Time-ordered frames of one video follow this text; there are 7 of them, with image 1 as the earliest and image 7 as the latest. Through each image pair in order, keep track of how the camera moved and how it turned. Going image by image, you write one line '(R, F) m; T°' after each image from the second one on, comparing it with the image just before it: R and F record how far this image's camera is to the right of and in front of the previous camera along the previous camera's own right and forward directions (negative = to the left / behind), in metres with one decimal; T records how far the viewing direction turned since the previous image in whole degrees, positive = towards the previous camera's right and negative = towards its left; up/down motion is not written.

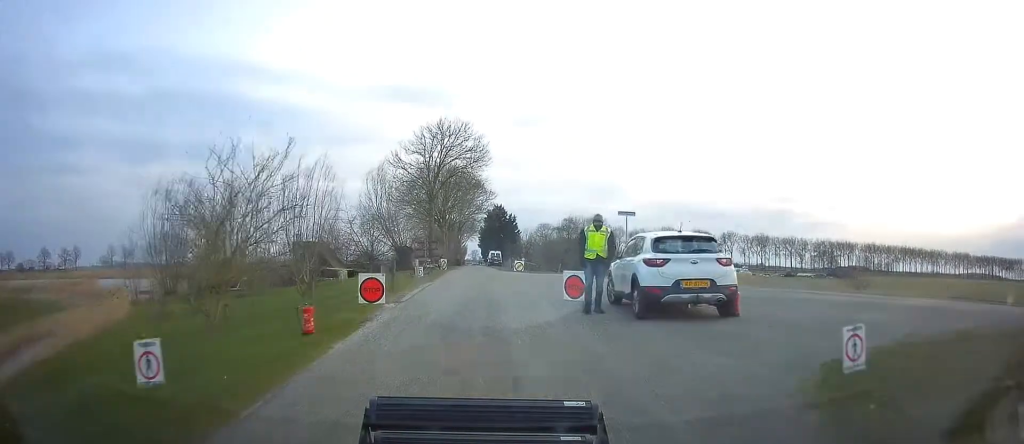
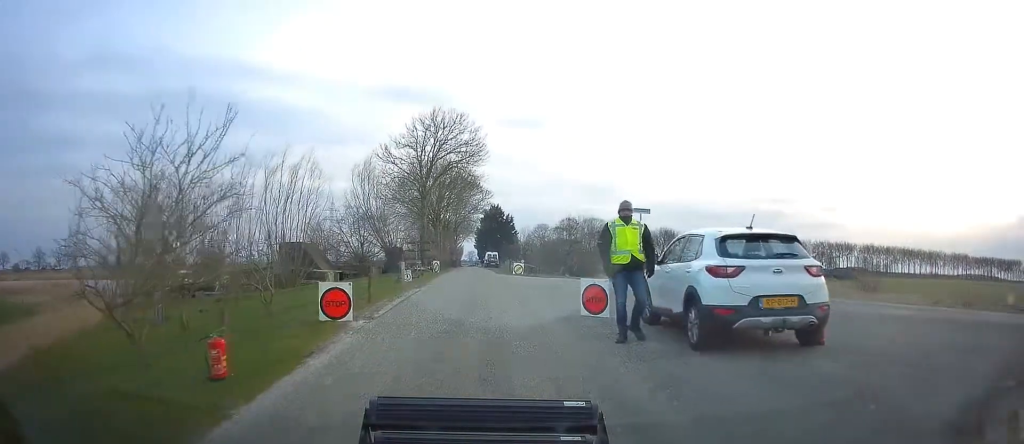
(0.0, +3.3) m; 0°
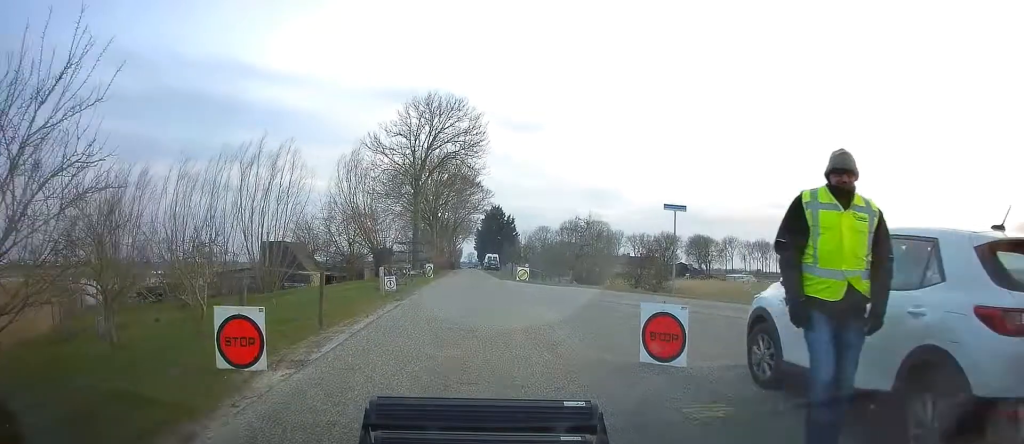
(0.0, +4.5) m; +5°
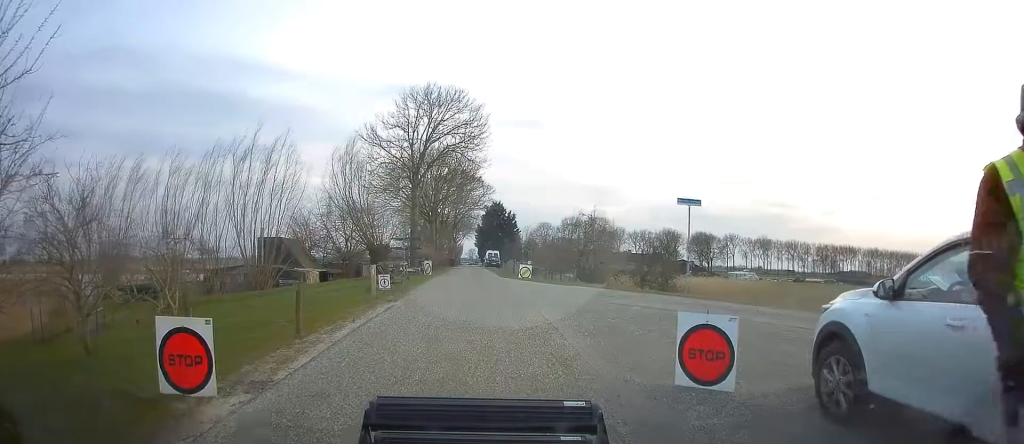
(+0.2, +1.5) m; +3°
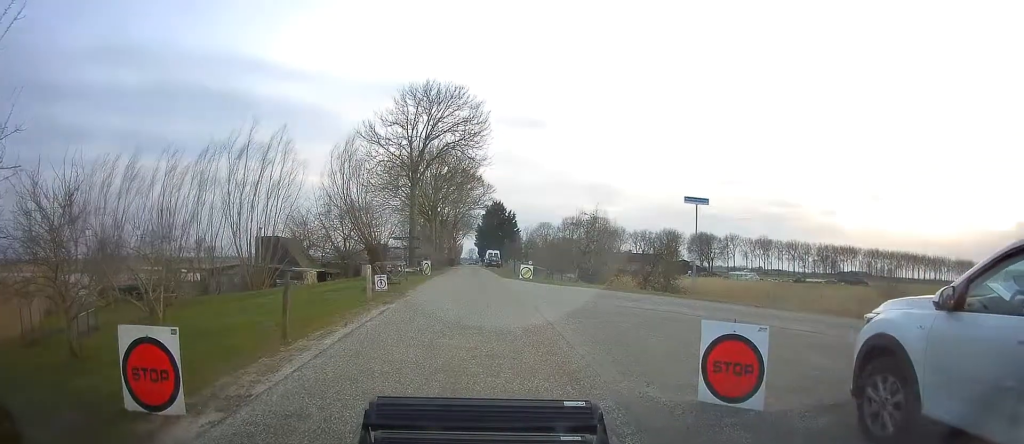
(-0.2, +0.6) m; 0°
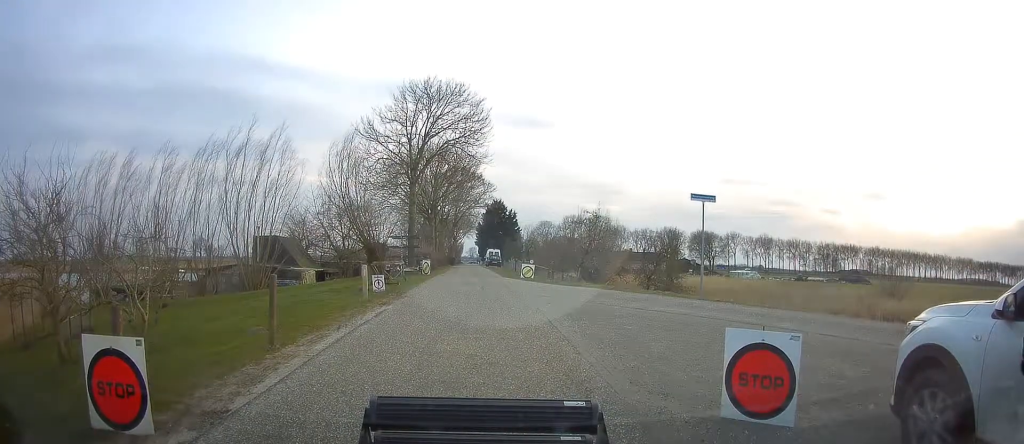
(-0.3, +0.7) m; 0°
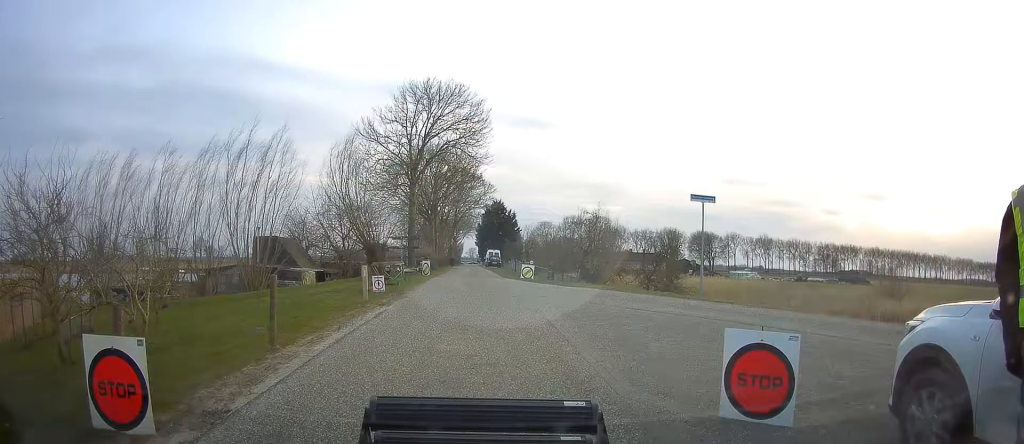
(0.0, 0.0) m; 0°
